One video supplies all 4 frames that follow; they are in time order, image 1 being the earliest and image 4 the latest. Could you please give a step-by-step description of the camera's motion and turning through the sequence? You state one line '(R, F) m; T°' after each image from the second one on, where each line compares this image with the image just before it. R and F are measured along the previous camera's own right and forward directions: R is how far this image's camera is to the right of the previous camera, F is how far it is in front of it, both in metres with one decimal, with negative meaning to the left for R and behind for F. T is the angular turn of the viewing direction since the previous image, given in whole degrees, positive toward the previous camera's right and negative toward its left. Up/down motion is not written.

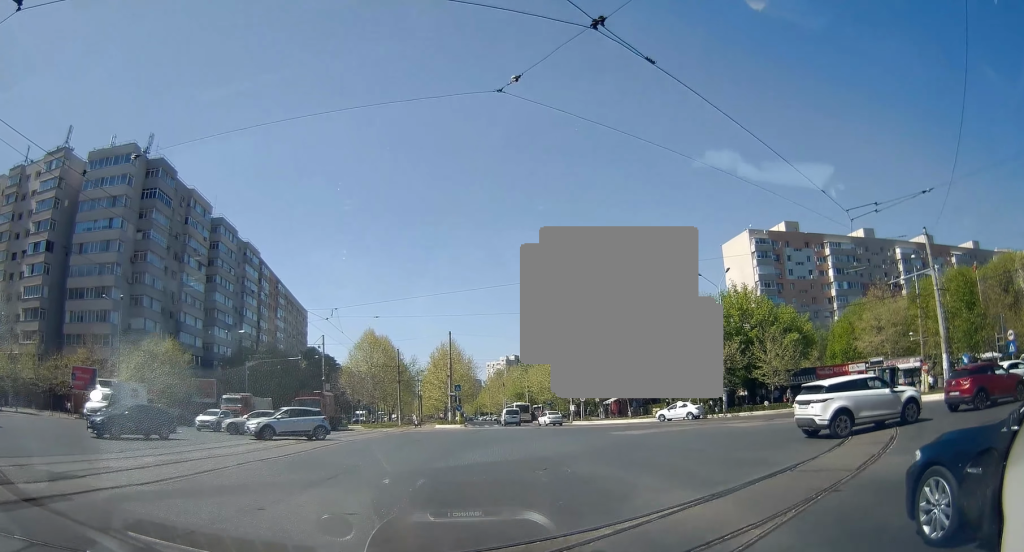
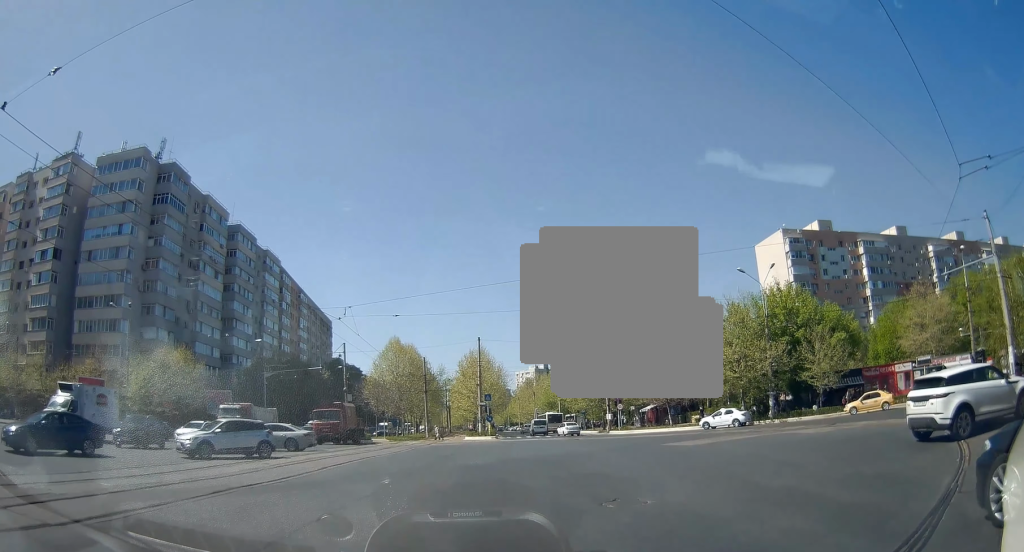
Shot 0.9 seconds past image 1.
(-0.3, +4.0) m; 0°
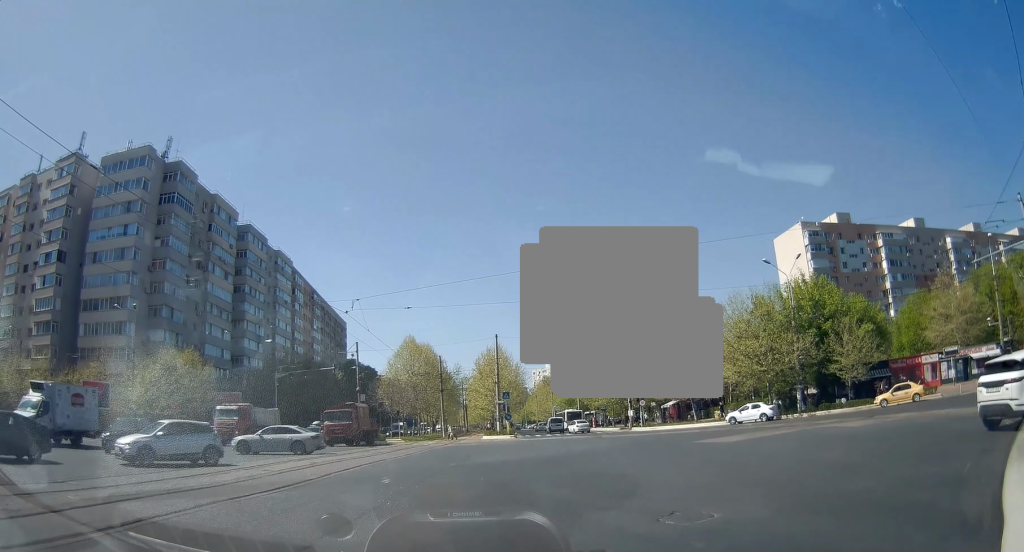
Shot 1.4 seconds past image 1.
(+0.2, +2.2) m; -1°
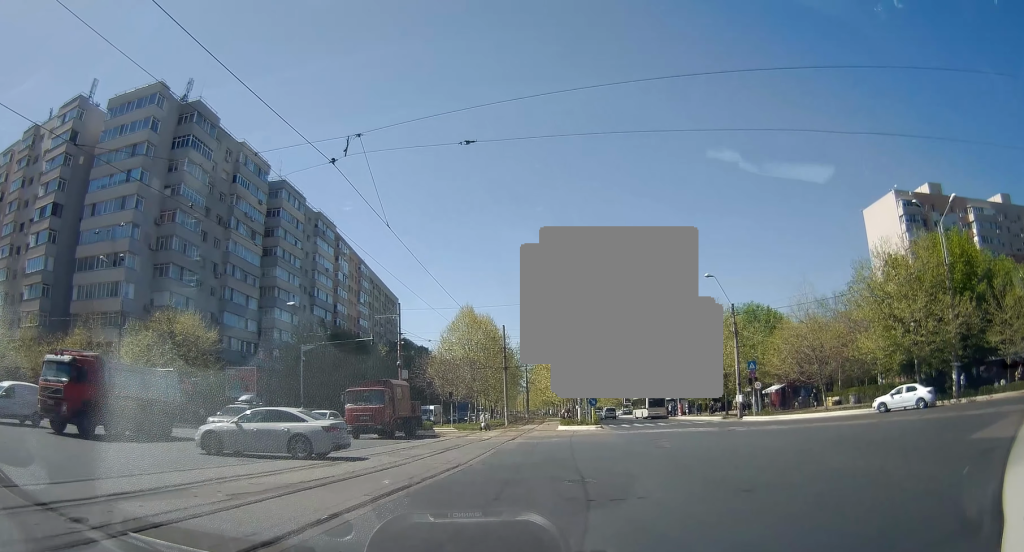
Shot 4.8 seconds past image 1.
(-2.6, +12.5) m; -13°
